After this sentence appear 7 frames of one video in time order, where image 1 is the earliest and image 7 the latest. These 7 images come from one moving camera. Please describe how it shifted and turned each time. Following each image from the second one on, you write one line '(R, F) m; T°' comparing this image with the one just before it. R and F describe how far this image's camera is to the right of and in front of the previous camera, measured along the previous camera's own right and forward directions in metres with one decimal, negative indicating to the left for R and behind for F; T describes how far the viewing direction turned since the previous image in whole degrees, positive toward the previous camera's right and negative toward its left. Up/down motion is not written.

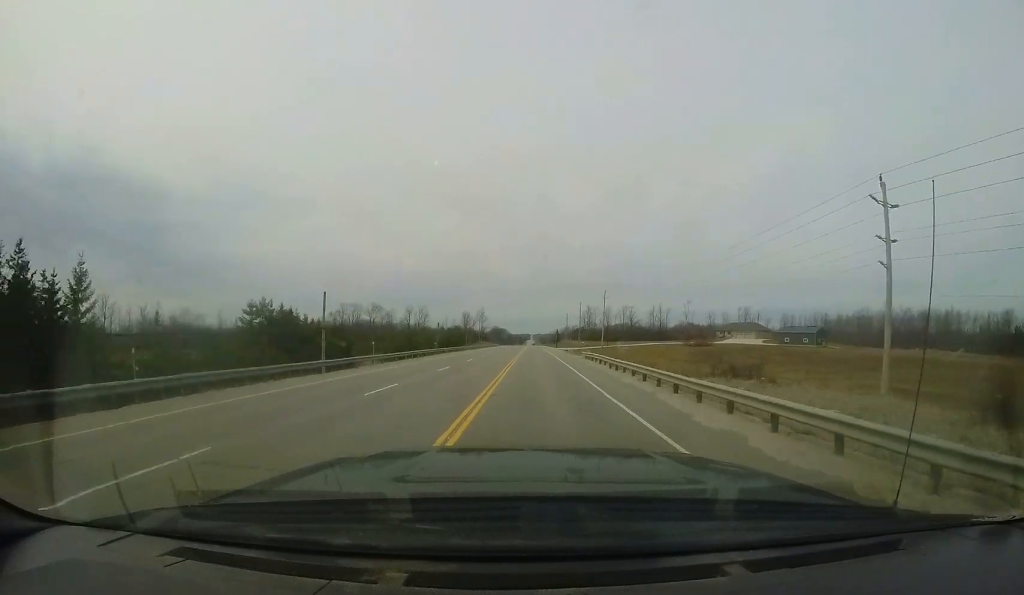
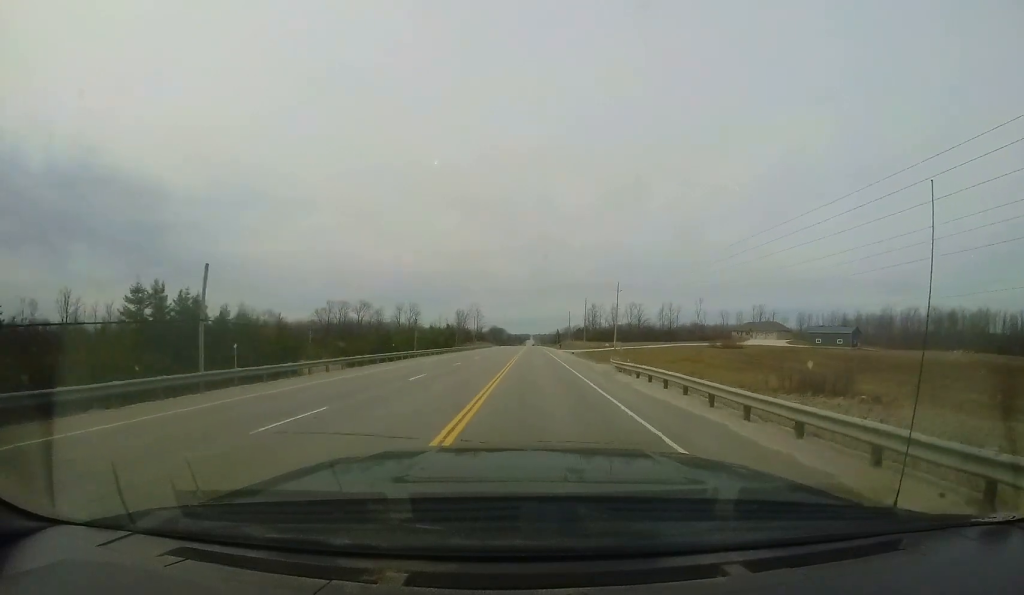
(+0.1, +14.4) m; 0°
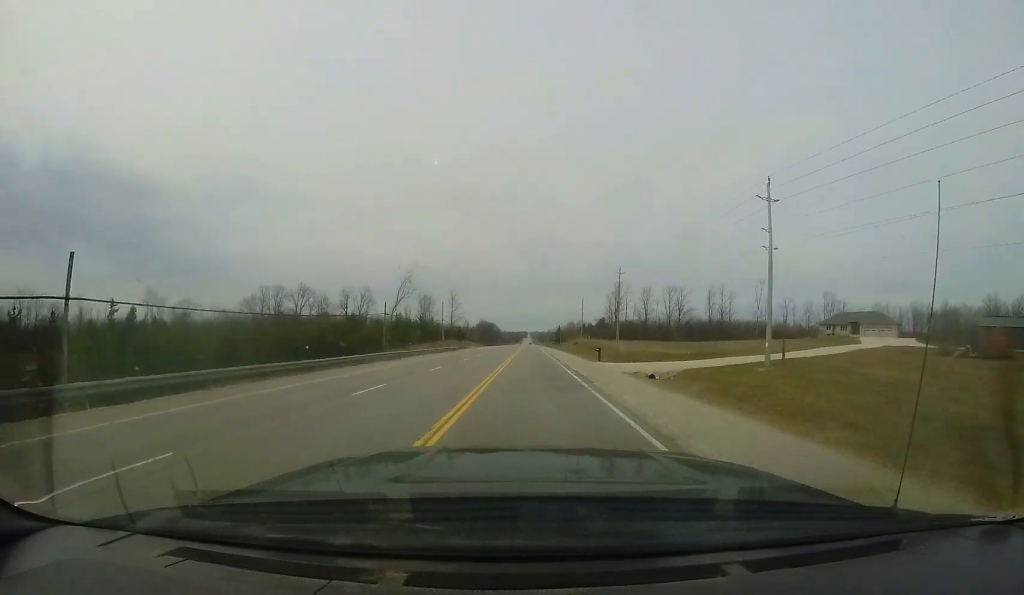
(+0.1, +51.1) m; 0°
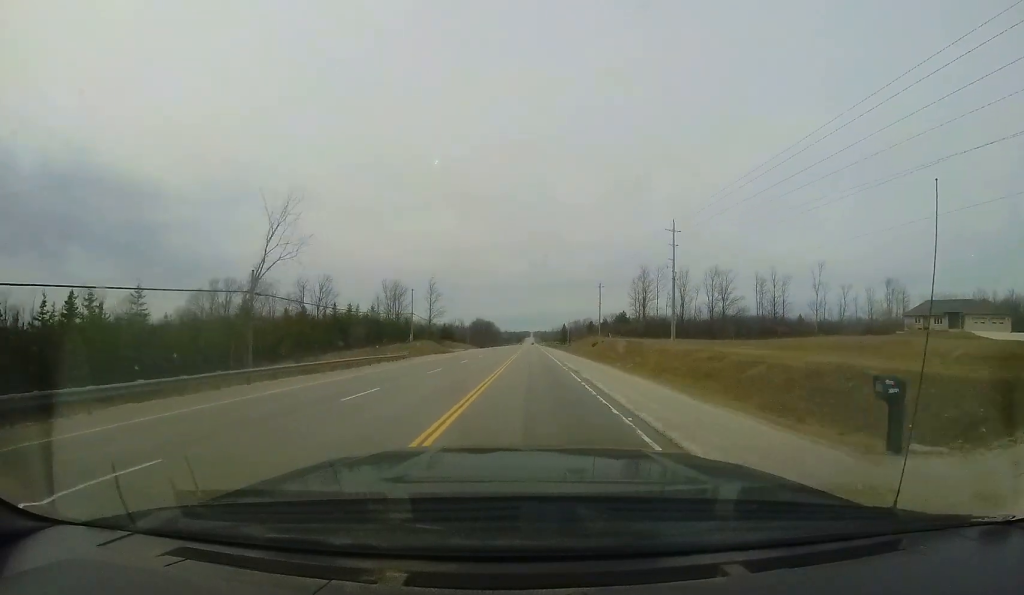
(0.0, +28.3) m; 0°
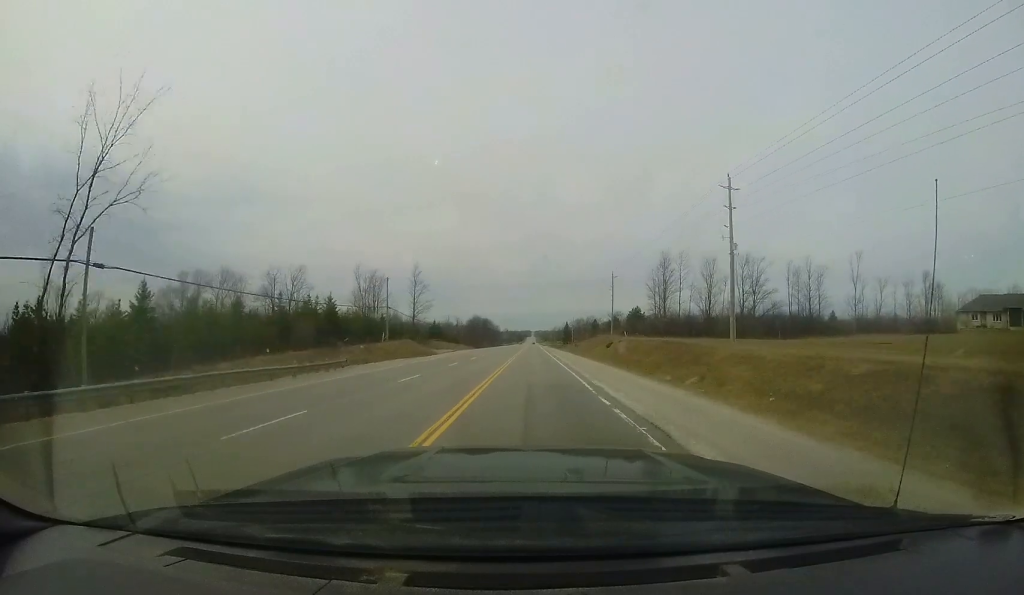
(0.0, +13.7) m; 0°
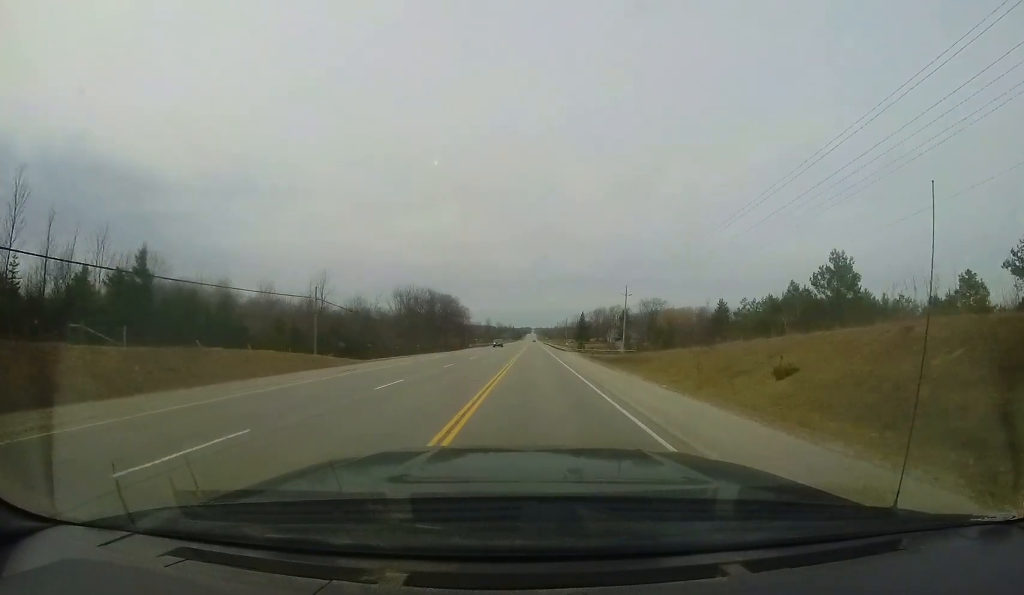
(-0.5, +84.9) m; 0°
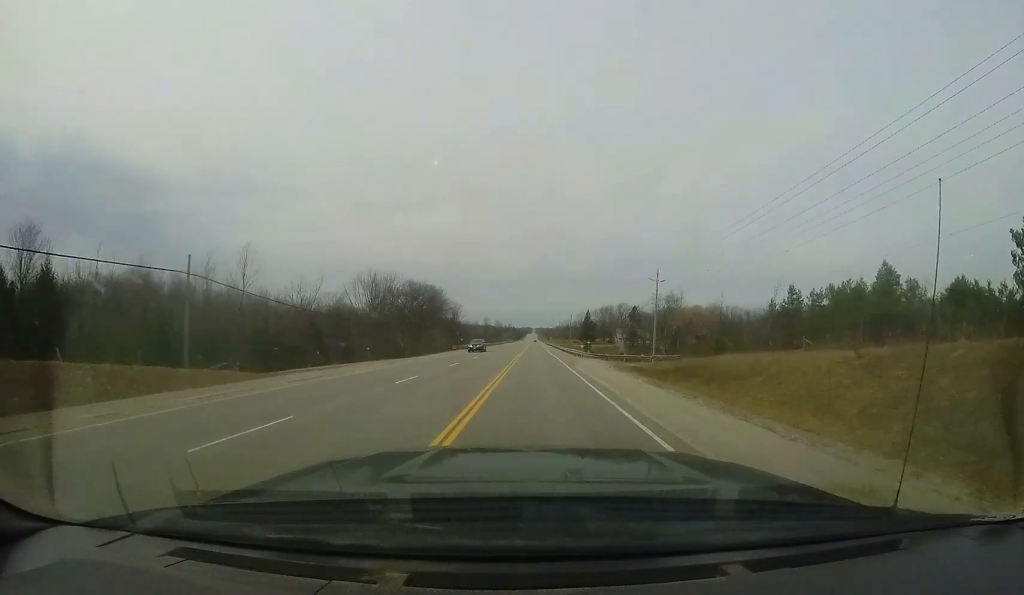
(+0.1, +17.0) m; 0°
